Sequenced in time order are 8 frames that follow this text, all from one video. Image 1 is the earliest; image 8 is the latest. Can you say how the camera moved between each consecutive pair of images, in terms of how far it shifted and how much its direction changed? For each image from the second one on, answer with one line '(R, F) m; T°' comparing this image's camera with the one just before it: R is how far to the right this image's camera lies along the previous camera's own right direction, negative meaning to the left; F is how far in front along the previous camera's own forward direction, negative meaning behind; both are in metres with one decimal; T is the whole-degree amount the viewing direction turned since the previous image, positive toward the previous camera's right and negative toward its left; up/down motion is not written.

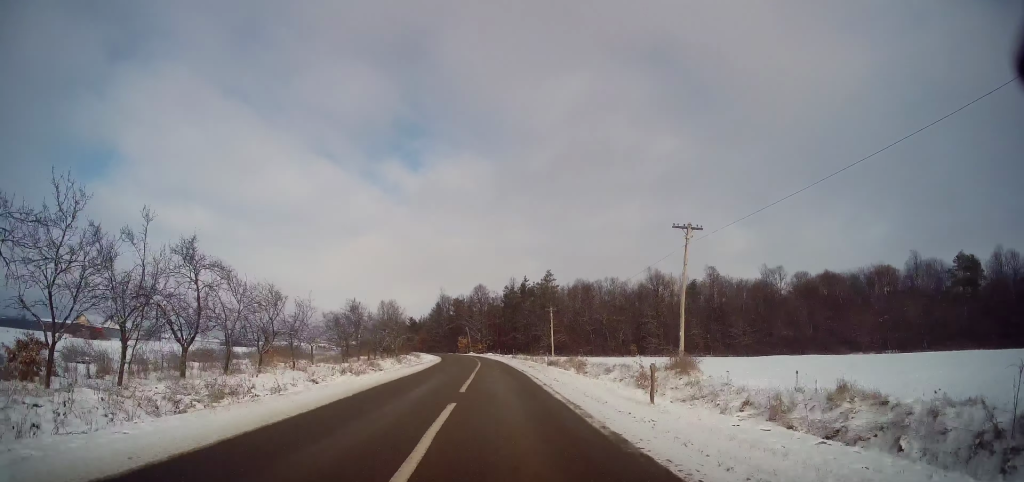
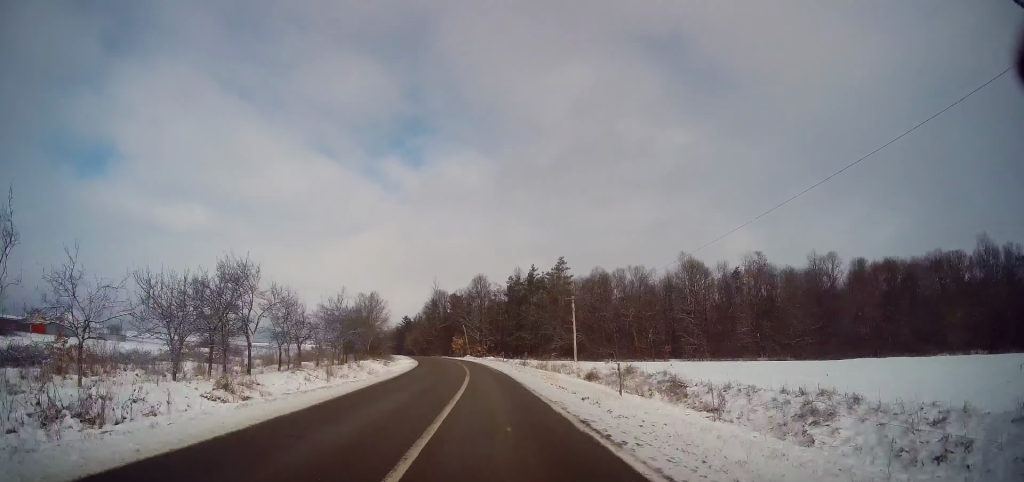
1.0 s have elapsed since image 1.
(-0.3, +19.4) m; -1°
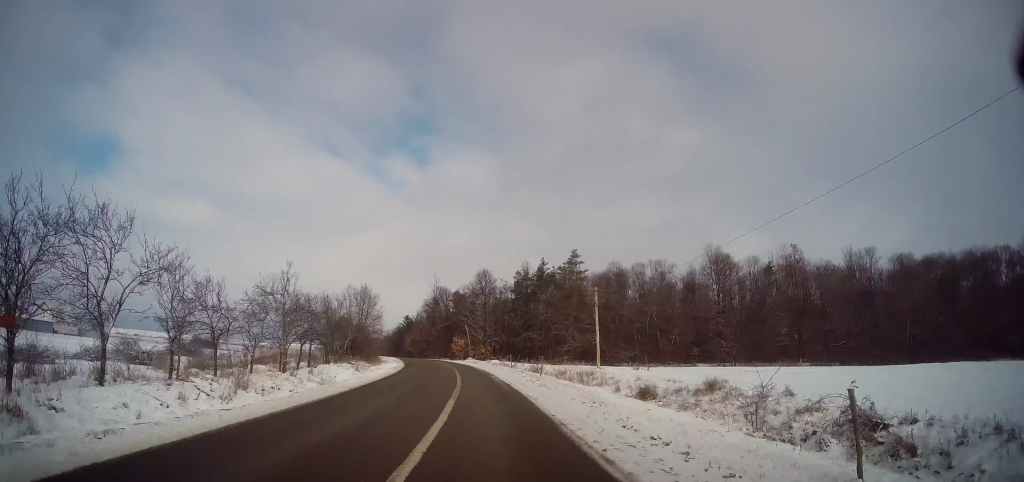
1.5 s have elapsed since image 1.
(0.0, +10.0) m; 0°
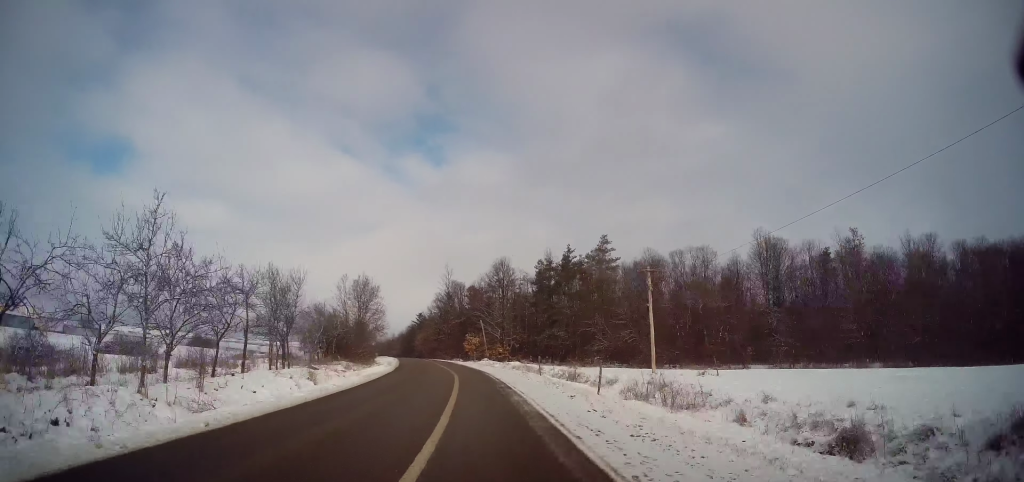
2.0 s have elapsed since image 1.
(-0.1, +11.4) m; -2°
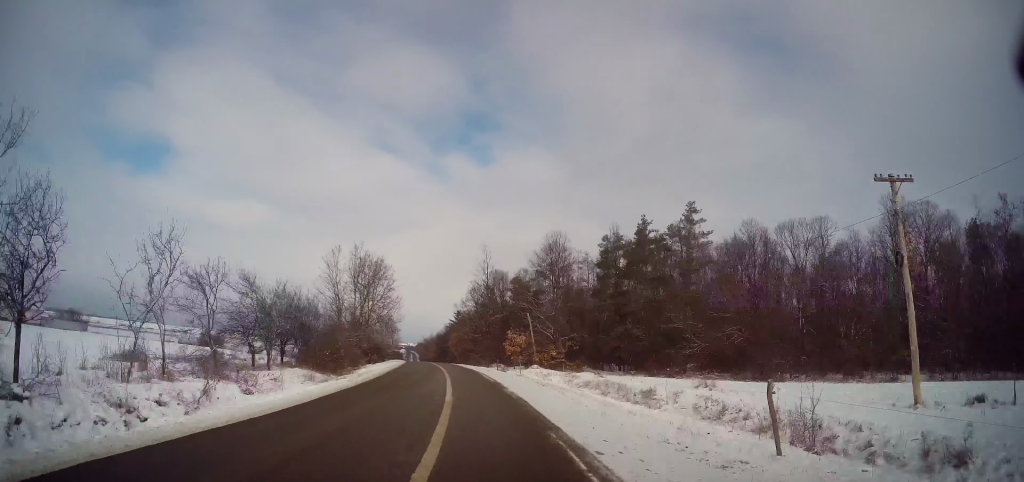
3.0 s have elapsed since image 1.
(-0.5, +20.2) m; -4°
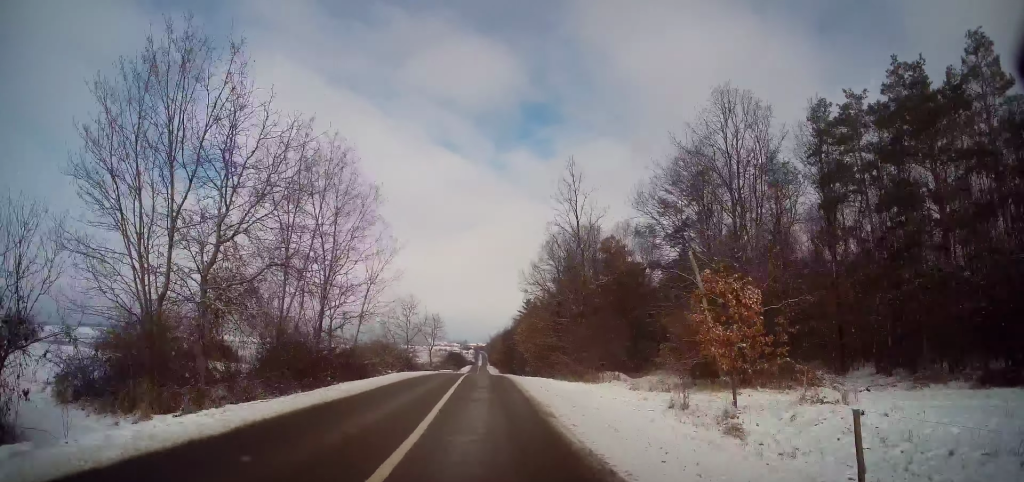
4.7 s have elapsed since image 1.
(-2.2, +35.0) m; -7°
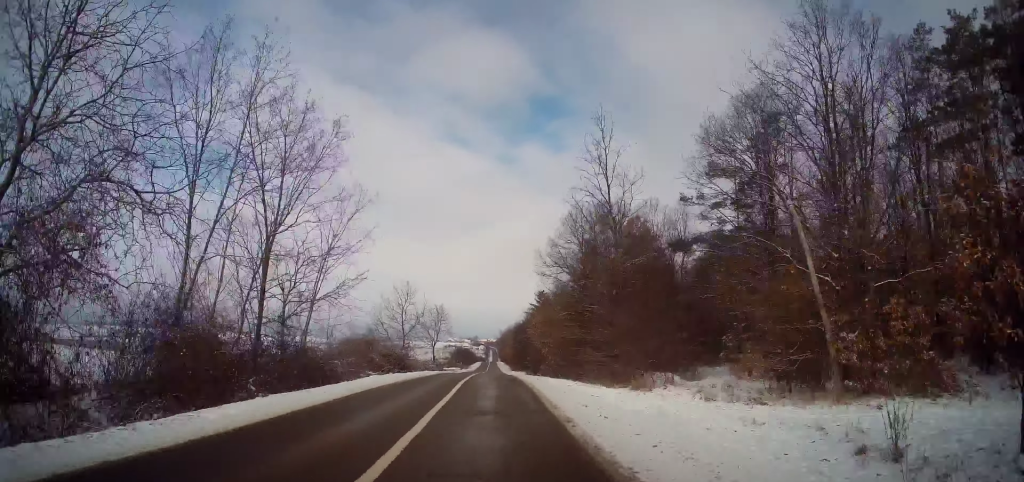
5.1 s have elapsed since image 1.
(-0.2, +8.5) m; -1°
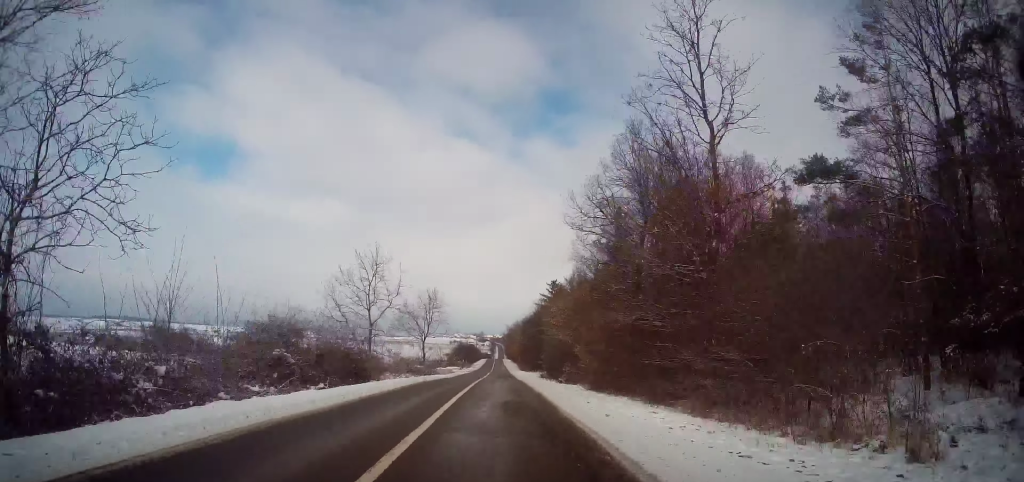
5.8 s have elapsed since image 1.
(-0.2, +14.9) m; -1°
